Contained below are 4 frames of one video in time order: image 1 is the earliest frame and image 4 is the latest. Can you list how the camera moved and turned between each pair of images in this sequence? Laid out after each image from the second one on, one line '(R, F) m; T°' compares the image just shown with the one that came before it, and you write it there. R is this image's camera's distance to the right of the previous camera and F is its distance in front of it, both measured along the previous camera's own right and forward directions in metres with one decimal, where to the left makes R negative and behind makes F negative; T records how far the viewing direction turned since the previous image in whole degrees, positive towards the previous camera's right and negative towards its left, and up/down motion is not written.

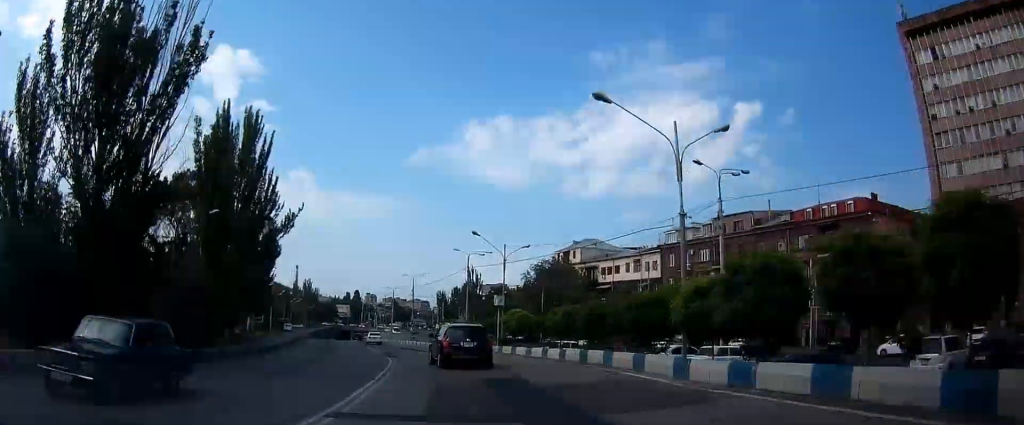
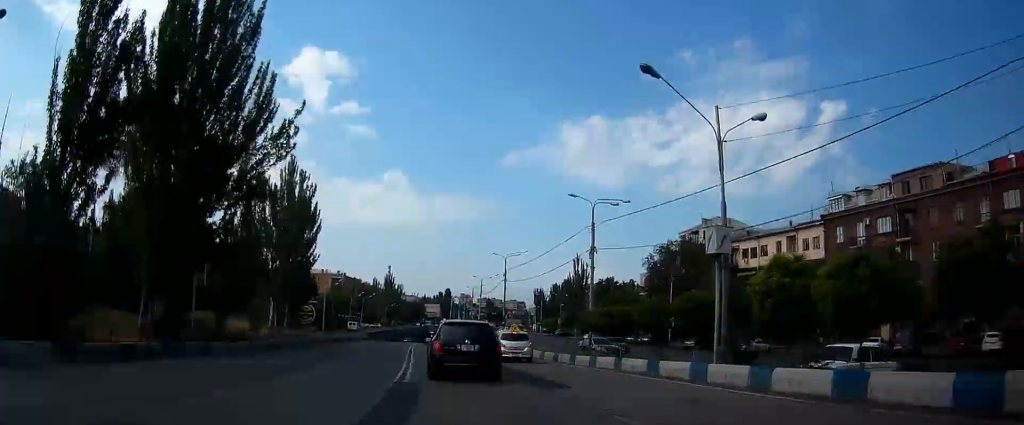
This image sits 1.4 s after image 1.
(-2.7, +26.1) m; -11°
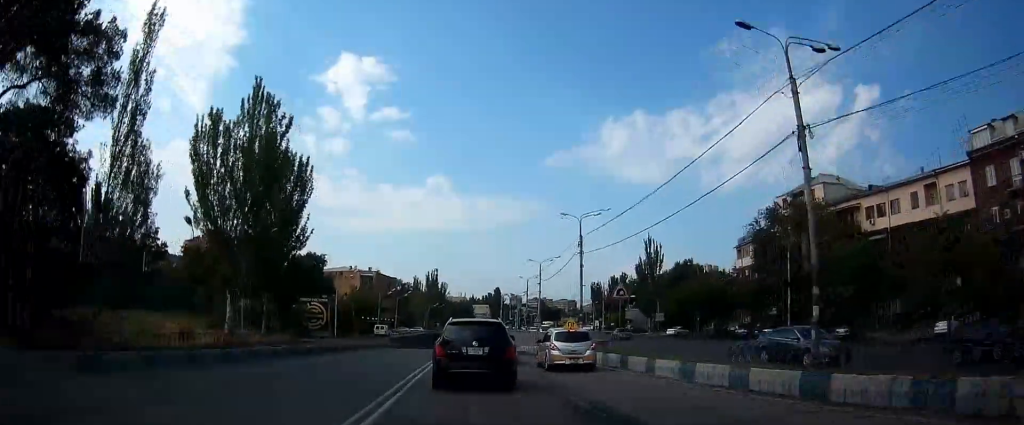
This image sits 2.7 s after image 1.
(-2.1, +23.6) m; -9°
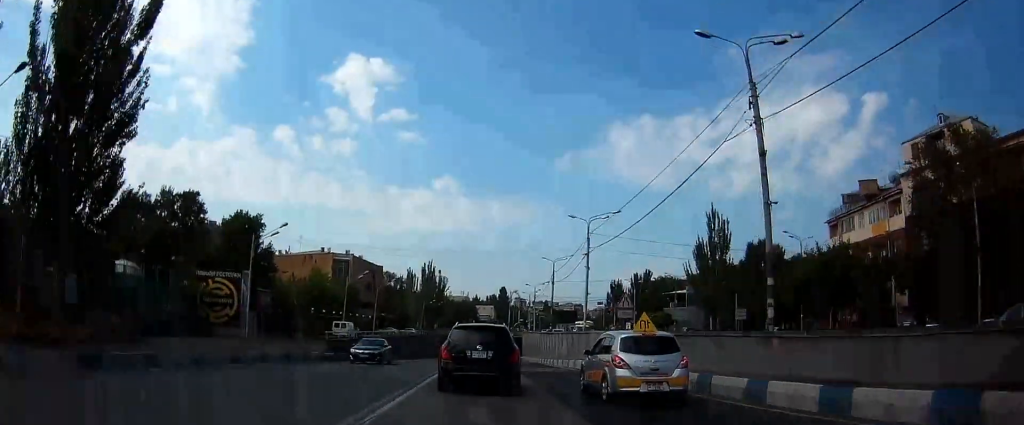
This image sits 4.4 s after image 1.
(-1.7, +32.5) m; -4°
